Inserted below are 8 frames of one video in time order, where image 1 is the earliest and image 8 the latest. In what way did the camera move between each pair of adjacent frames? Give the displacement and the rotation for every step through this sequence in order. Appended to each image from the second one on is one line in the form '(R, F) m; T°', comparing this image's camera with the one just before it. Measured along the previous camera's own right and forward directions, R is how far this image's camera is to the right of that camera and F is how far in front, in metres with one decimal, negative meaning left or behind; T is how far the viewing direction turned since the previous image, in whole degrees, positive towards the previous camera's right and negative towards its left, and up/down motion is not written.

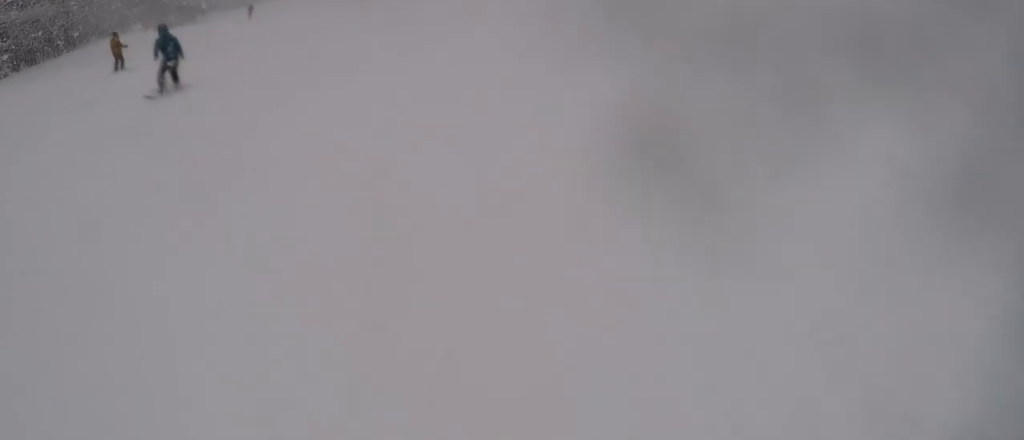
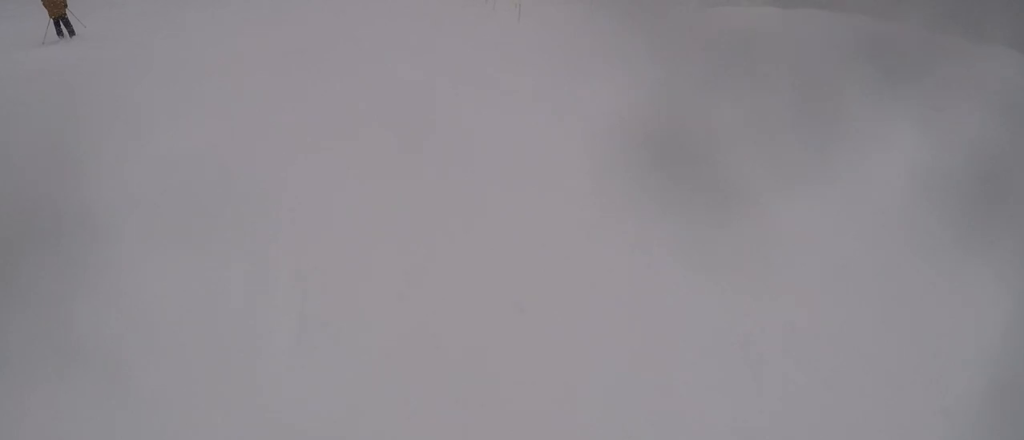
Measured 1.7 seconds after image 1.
(-3.2, +17.5) m; -22°
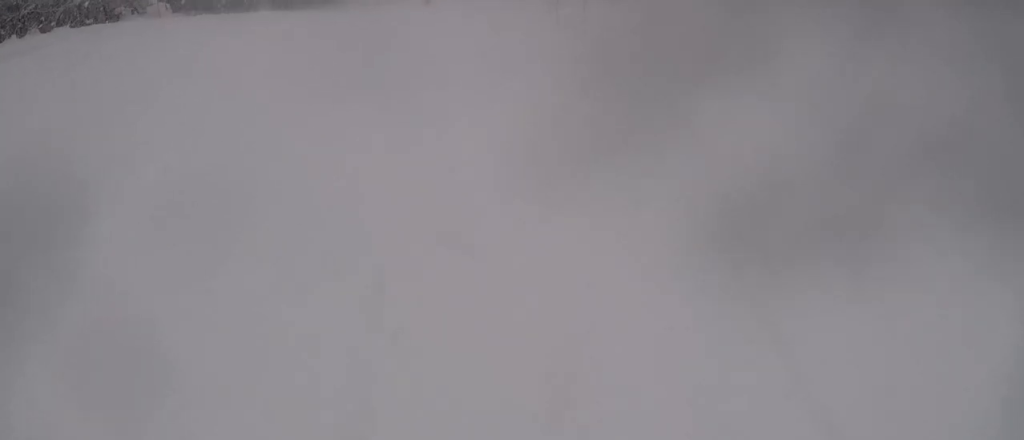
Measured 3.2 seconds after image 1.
(-1.7, +17.4) m; 0°
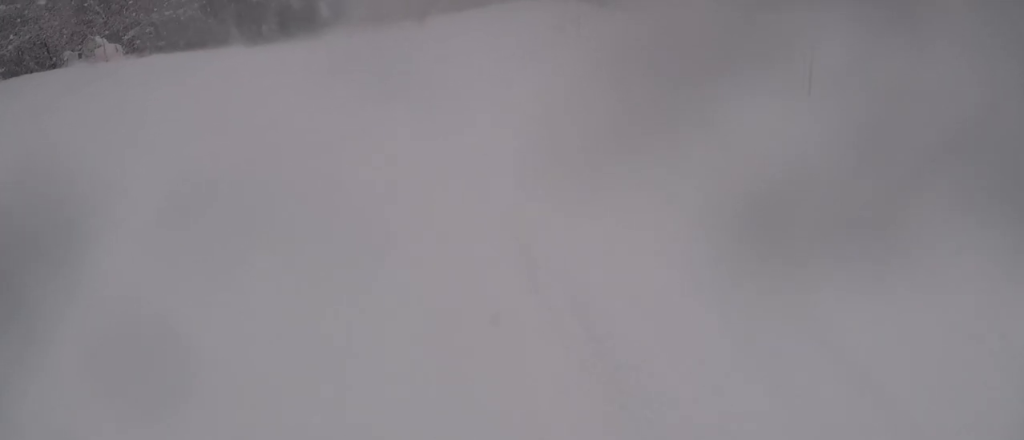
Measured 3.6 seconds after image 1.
(-0.1, +5.1) m; +2°
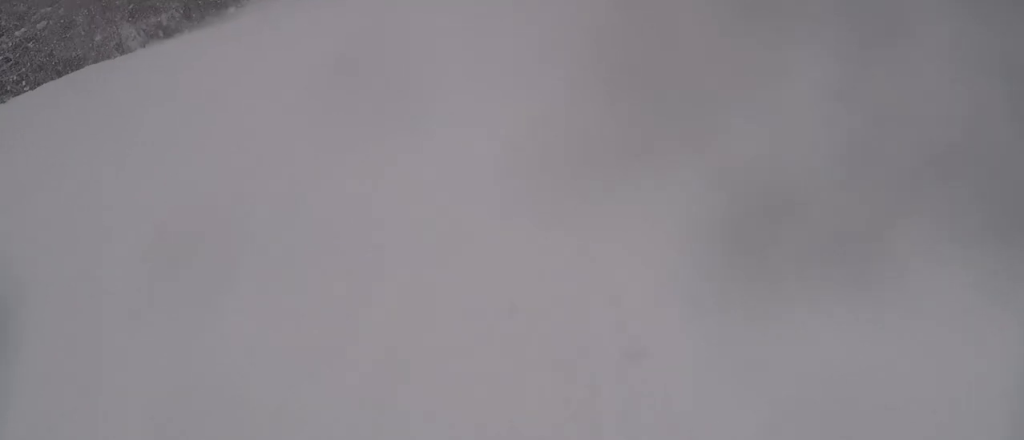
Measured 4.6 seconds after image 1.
(+1.2, +11.6) m; 0°
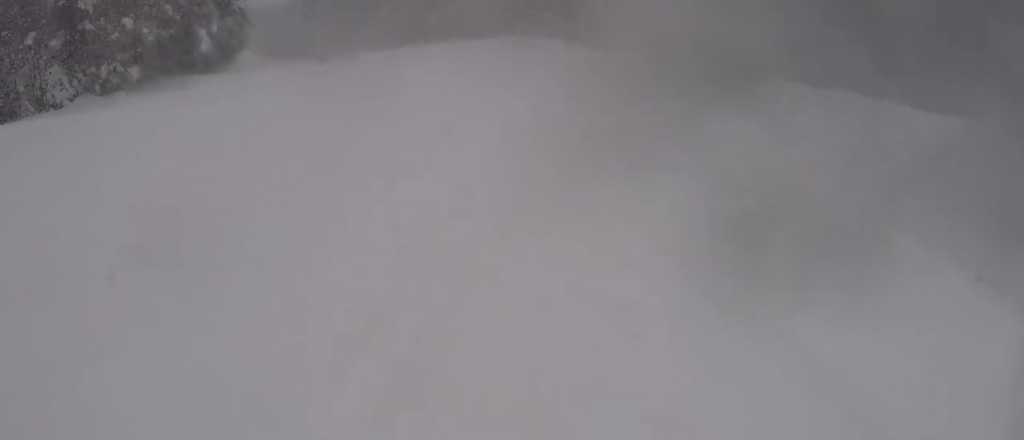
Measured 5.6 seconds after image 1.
(-1.2, +11.8) m; -1°
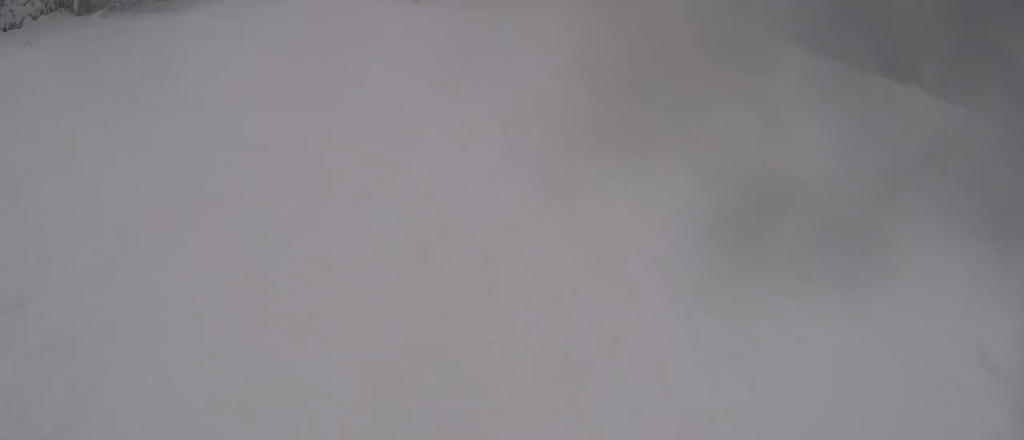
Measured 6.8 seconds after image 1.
(+0.7, +14.6) m; -3°
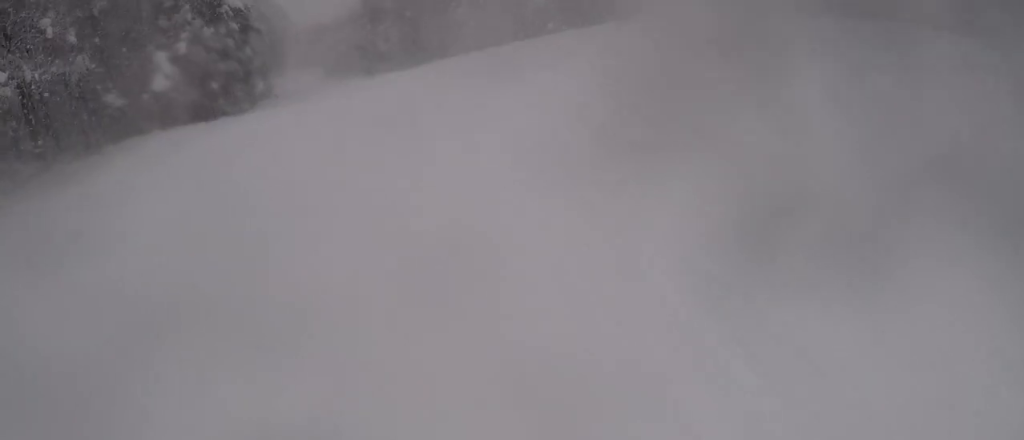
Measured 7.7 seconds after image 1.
(-0.9, +10.3) m; -5°
